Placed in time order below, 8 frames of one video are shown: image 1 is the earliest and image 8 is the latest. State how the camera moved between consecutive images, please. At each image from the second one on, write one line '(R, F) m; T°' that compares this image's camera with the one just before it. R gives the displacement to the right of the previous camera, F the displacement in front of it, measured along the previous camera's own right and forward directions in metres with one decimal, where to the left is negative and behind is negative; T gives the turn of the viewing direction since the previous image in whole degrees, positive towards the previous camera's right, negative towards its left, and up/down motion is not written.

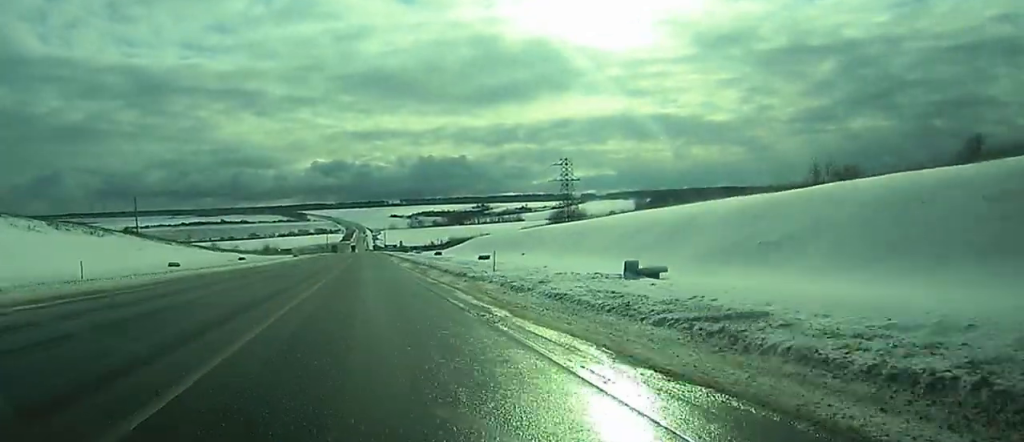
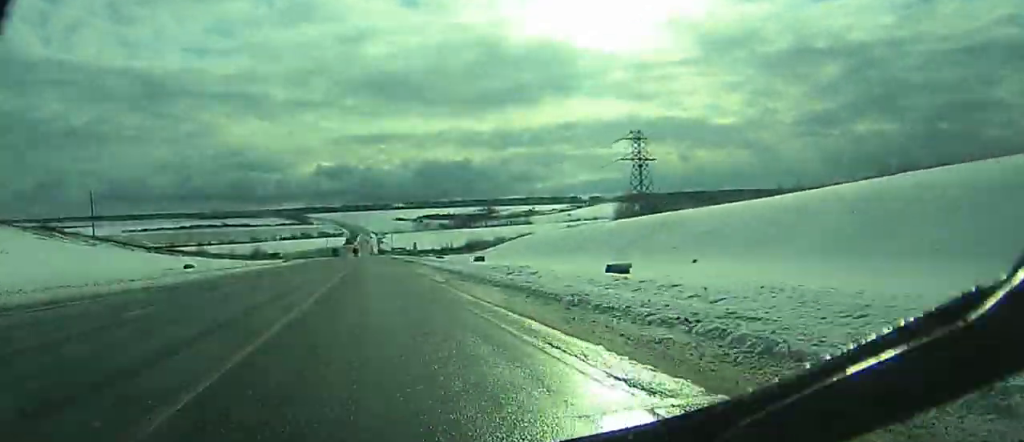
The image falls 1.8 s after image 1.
(+0.1, +45.2) m; 0°
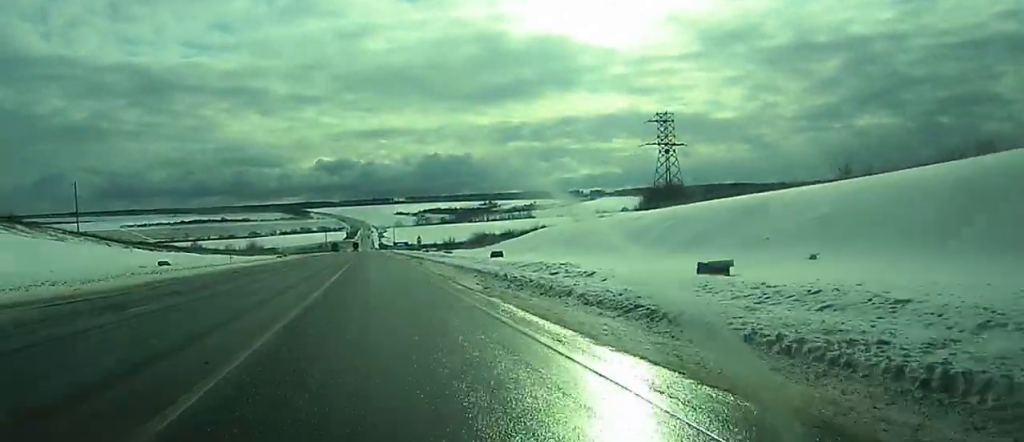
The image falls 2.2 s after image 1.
(0.0, +11.9) m; 0°
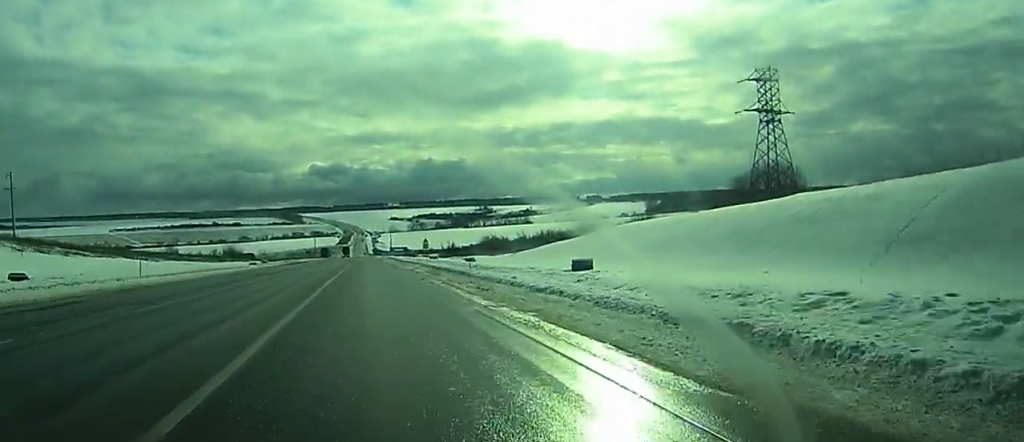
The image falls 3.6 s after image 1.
(-0.2, +33.8) m; 0°
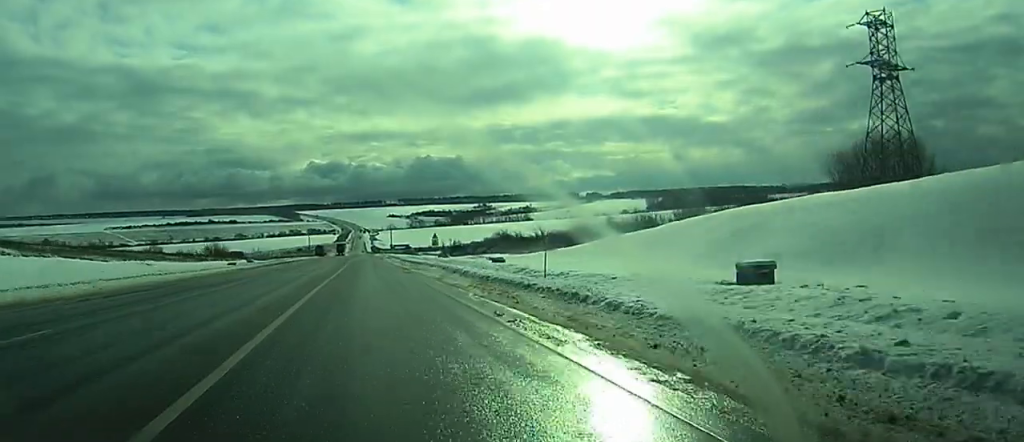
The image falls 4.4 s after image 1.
(0.0, +21.8) m; 0°
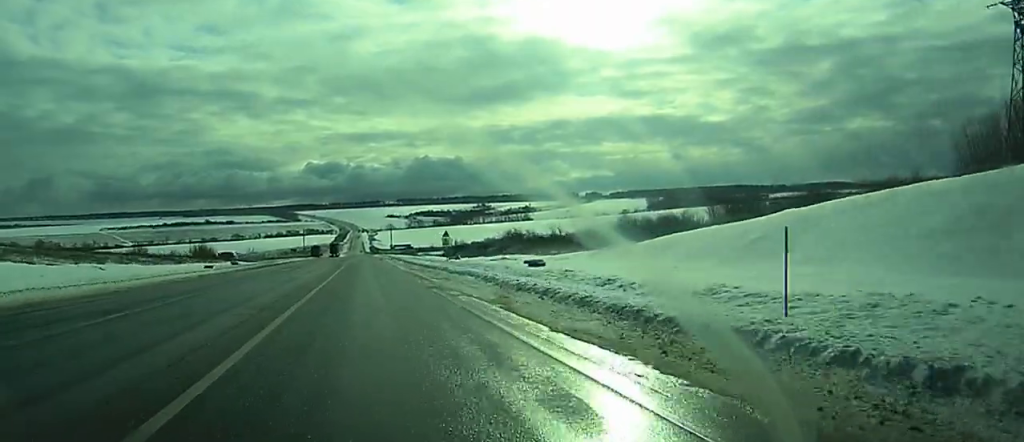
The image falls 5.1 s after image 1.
(0.0, +17.6) m; 0°
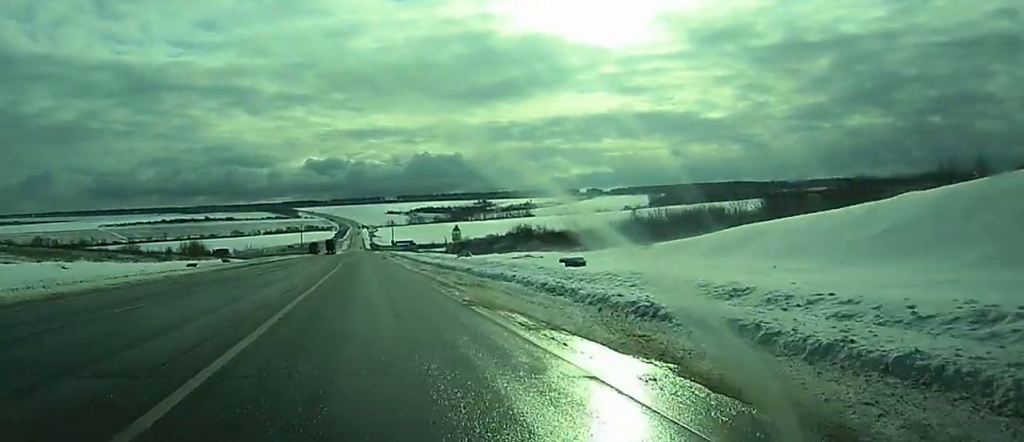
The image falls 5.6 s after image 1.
(0.0, +10.9) m; 0°
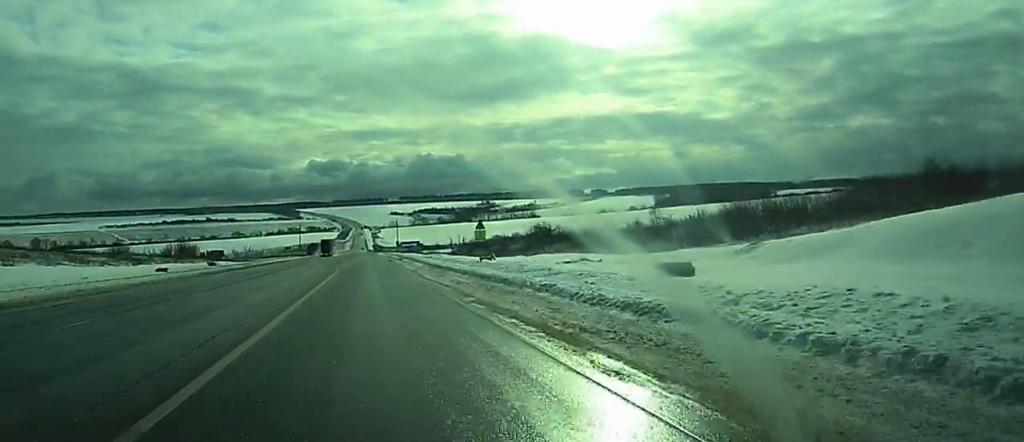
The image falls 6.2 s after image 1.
(0.0, +15.8) m; 0°
